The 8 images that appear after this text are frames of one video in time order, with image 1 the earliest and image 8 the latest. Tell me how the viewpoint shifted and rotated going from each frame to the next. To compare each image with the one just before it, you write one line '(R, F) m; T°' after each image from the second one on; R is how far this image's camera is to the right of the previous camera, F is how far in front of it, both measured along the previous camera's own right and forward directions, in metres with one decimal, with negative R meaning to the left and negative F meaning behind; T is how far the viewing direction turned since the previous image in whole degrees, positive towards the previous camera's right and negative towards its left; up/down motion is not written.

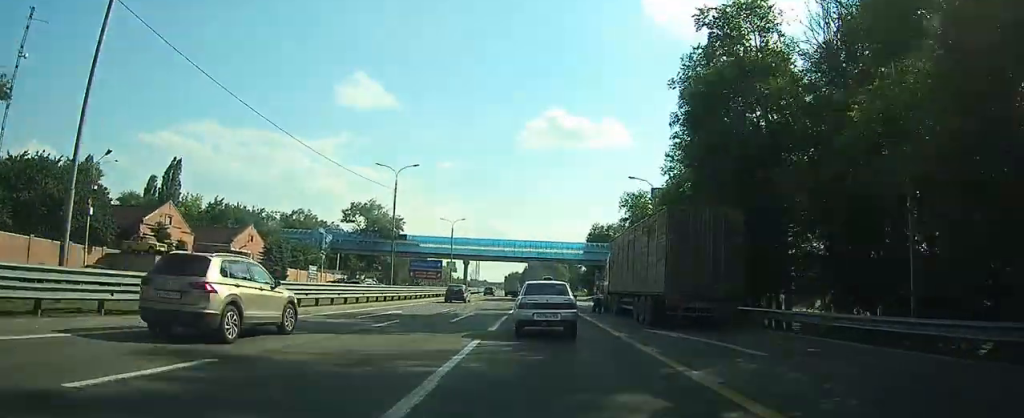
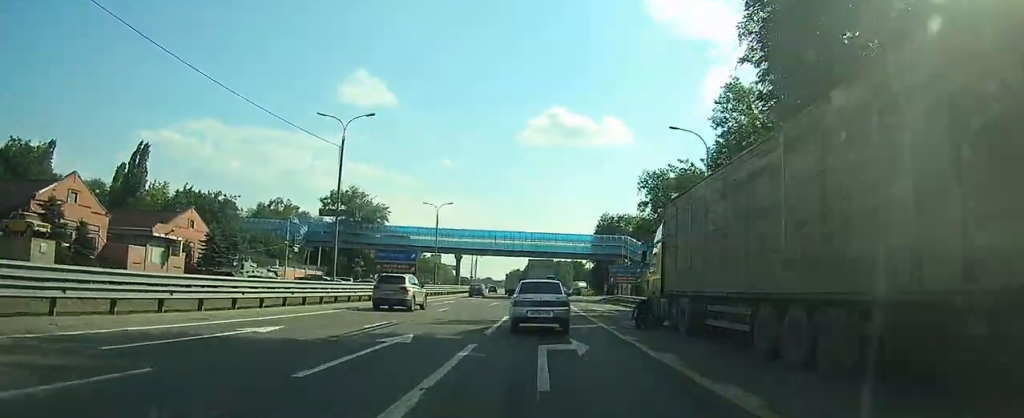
(+0.1, +11.6) m; 0°
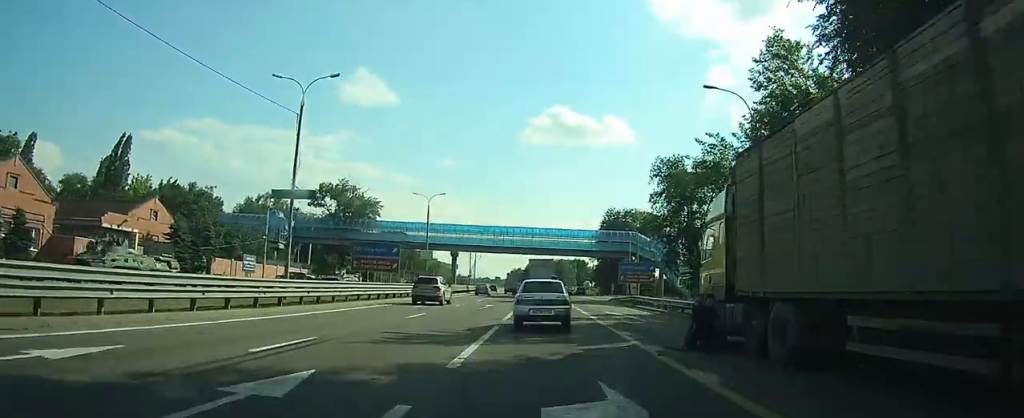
(0.0, +6.0) m; 0°
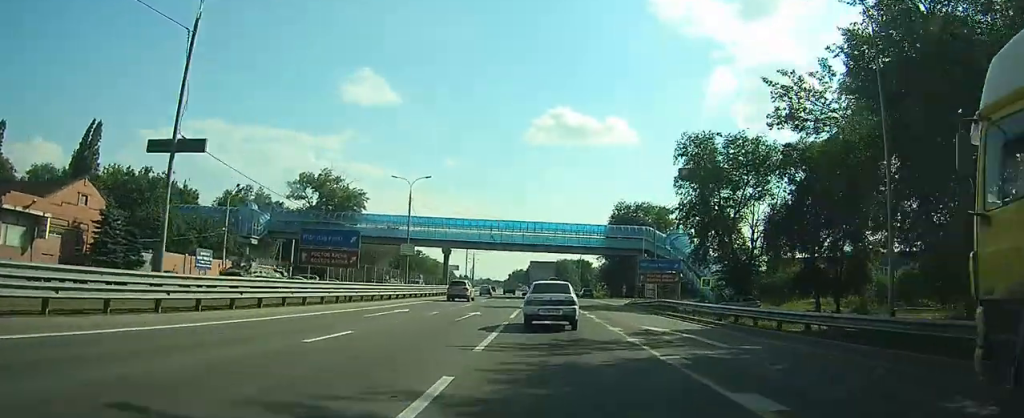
(0.0, +9.4) m; -1°
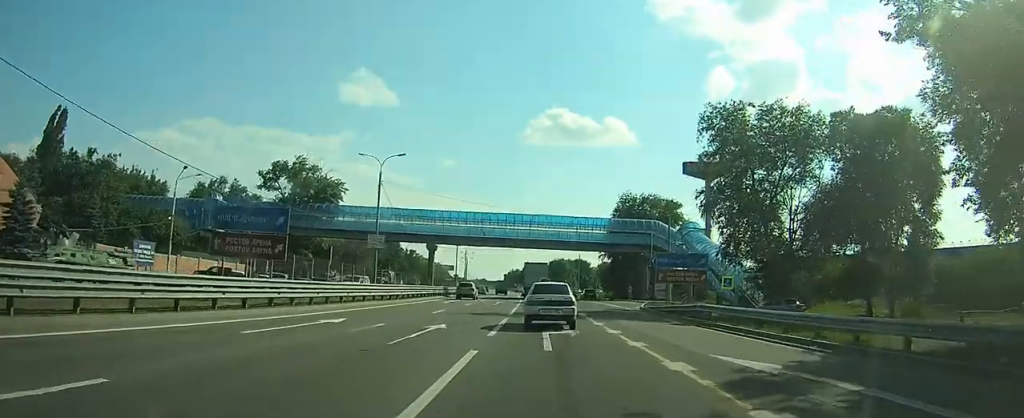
(-0.1, +8.5) m; 0°
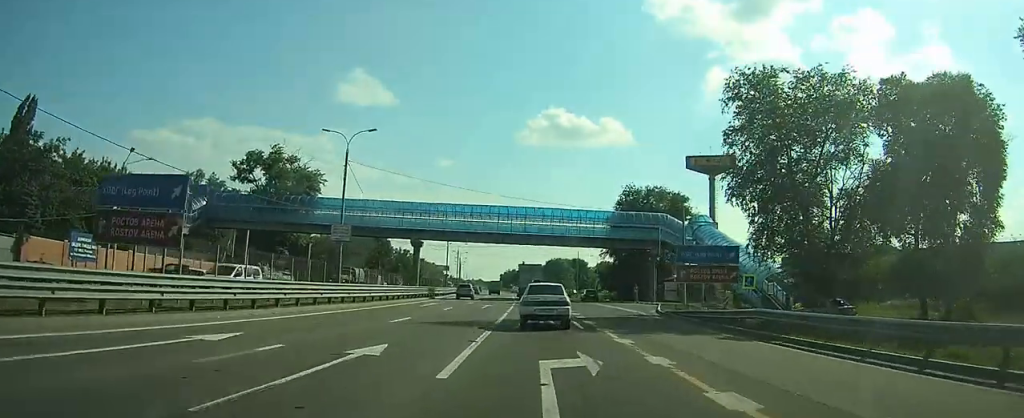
(0.0, +6.5) m; 0°
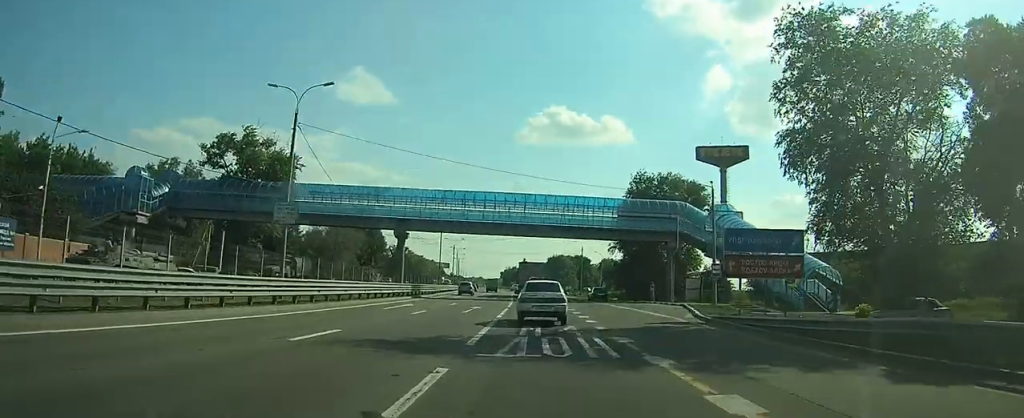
(+0.1, +7.5) m; 0°
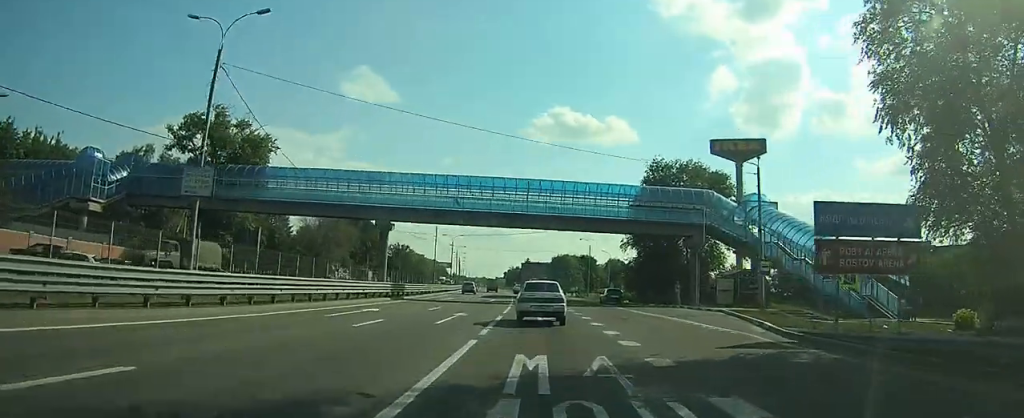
(0.0, +7.5) m; -1°
